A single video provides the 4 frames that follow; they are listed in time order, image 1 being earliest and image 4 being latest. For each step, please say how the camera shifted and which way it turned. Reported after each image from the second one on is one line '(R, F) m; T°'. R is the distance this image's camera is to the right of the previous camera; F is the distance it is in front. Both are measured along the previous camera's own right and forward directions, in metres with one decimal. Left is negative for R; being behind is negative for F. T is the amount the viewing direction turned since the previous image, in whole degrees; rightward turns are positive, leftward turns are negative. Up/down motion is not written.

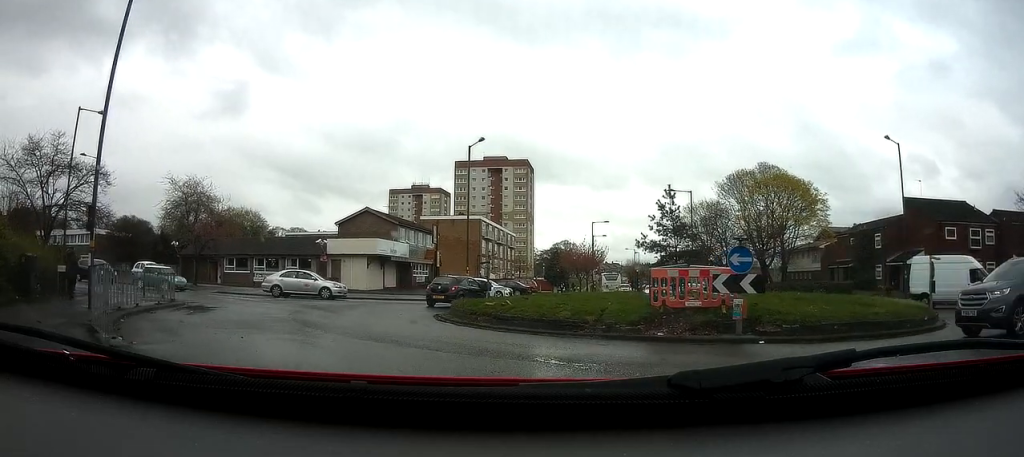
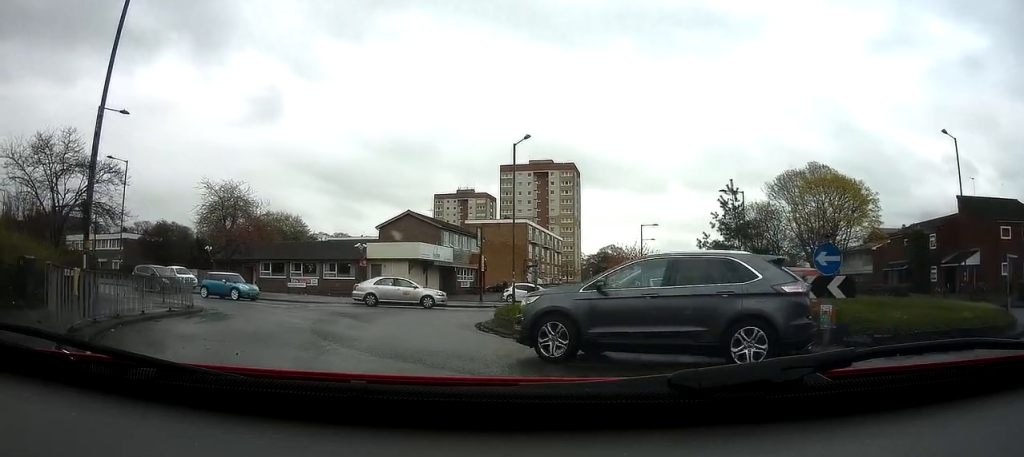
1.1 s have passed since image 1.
(0.0, +2.0) m; -4°
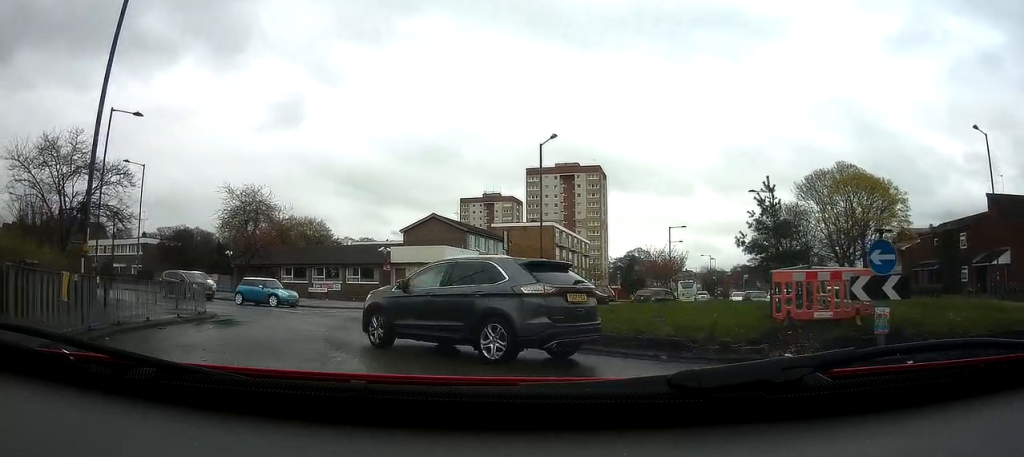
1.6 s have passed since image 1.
(0.0, +0.8) m; -5°
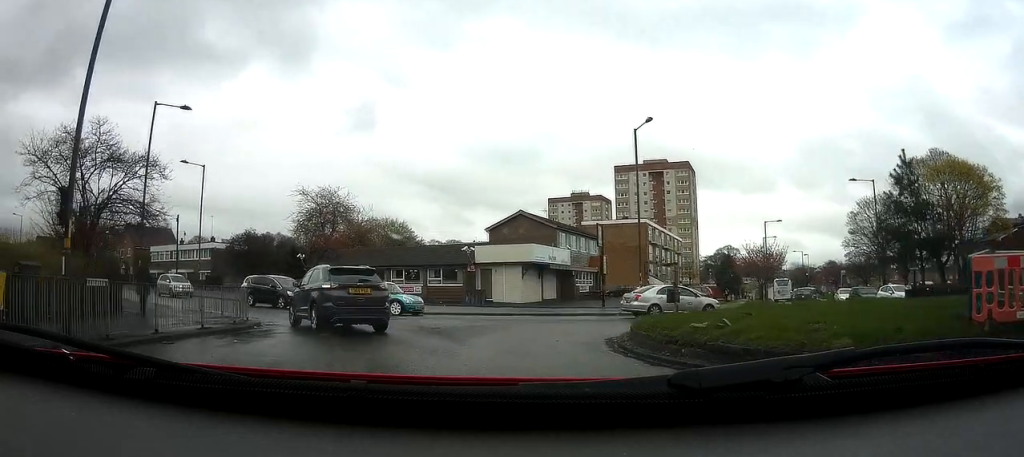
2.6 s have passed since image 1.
(-0.3, +2.5) m; -7°
